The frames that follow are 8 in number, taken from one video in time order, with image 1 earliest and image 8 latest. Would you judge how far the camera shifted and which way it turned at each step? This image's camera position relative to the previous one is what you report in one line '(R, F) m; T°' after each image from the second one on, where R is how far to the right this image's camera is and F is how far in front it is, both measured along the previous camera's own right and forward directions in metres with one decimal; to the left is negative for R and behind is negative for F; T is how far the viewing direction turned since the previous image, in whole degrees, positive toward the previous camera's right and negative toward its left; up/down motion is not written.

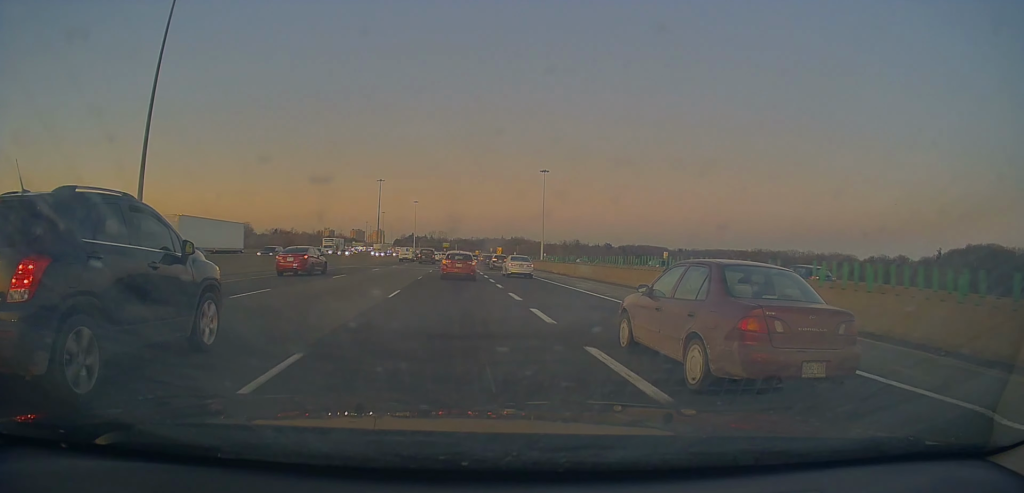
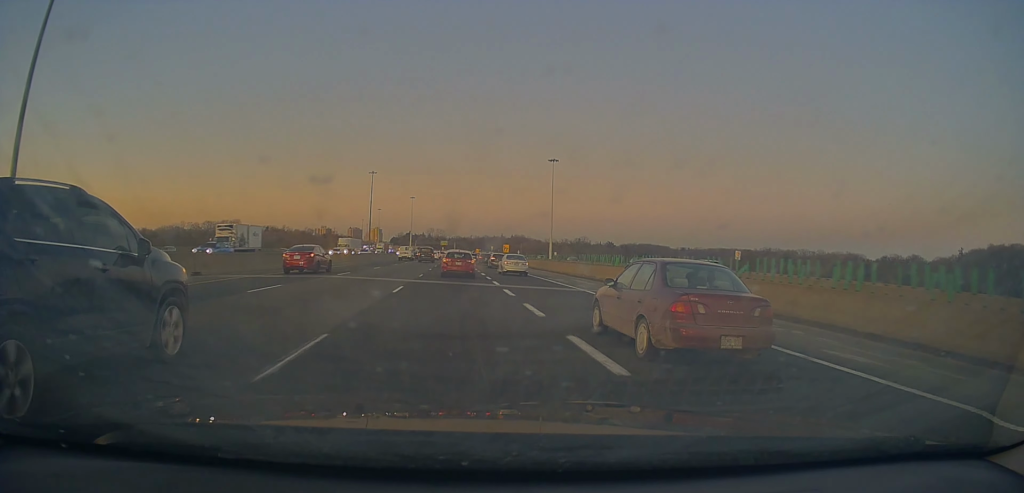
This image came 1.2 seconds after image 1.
(0.0, +22.6) m; -1°
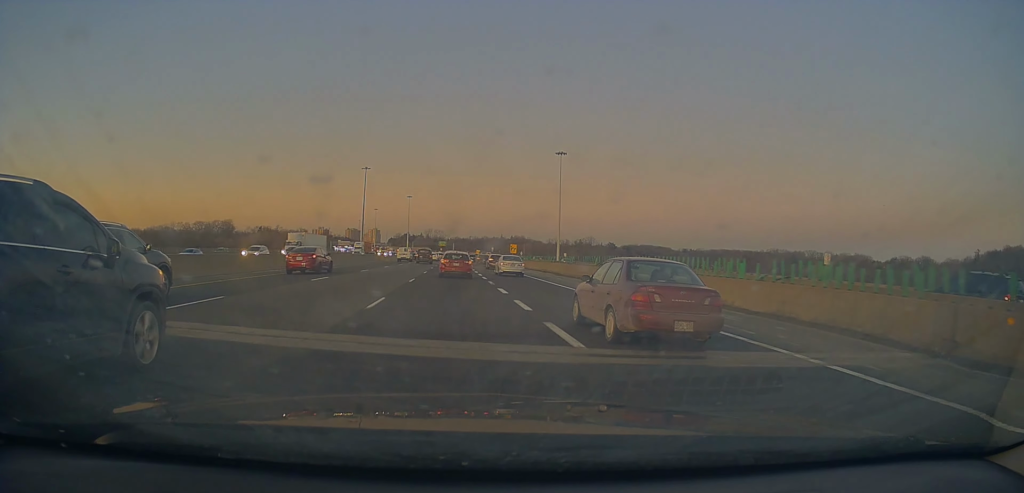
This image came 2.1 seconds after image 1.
(-0.3, +16.4) m; 0°
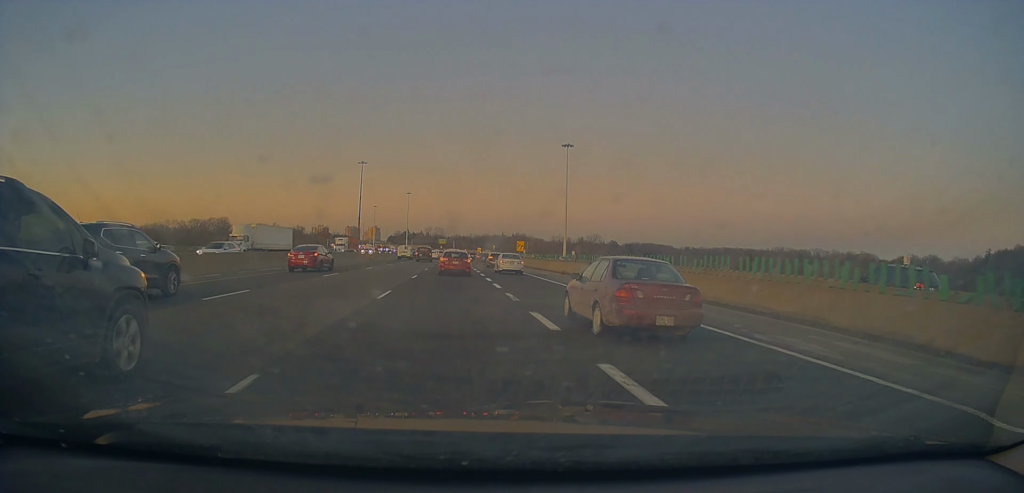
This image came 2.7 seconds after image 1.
(+0.2, +9.8) m; +1°
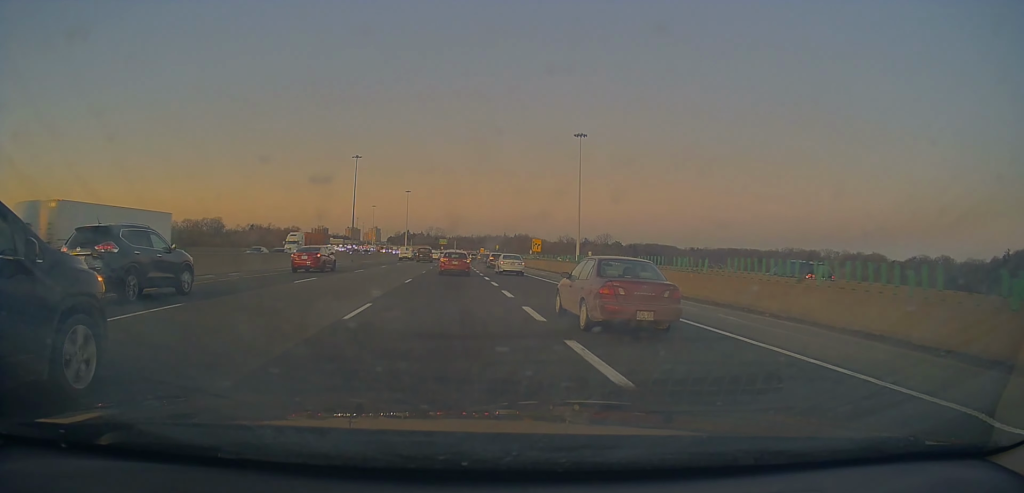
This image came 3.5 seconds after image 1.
(+0.1, +16.1) m; 0°
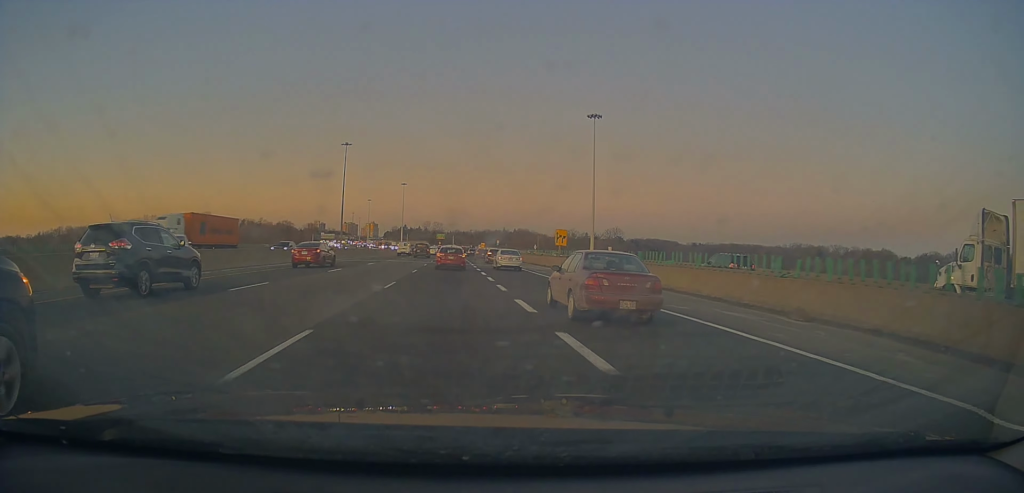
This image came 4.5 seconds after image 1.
(-0.1, +17.5) m; 0°
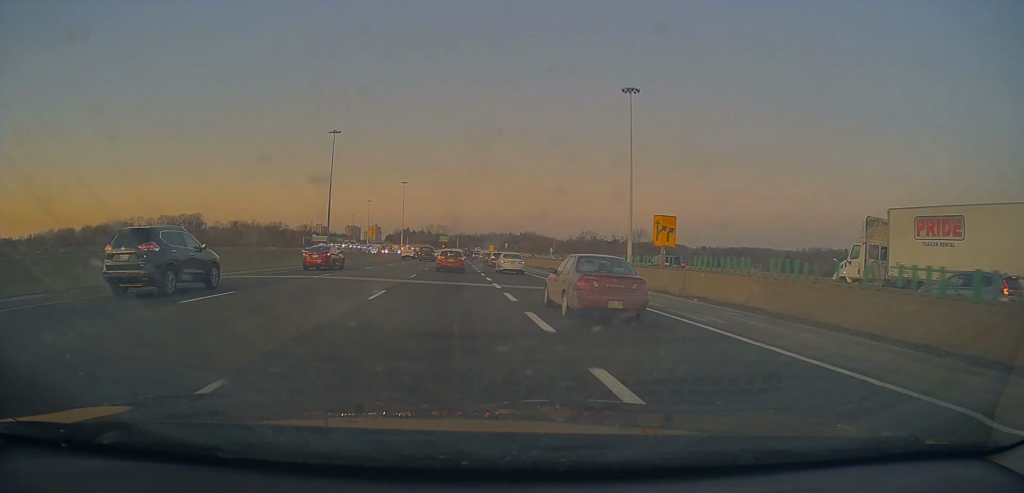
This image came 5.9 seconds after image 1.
(-0.2, +26.4) m; -2°
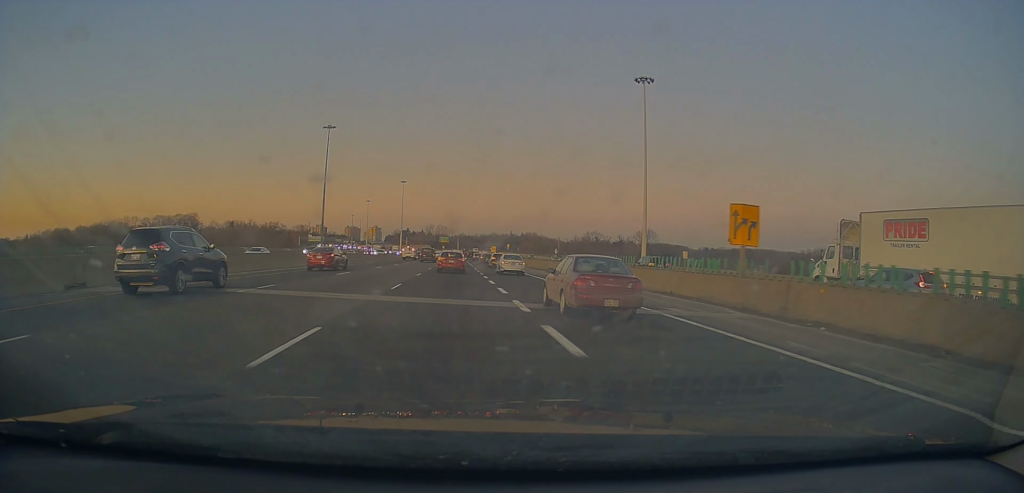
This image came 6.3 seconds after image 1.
(-0.1, +8.1) m; 0°
